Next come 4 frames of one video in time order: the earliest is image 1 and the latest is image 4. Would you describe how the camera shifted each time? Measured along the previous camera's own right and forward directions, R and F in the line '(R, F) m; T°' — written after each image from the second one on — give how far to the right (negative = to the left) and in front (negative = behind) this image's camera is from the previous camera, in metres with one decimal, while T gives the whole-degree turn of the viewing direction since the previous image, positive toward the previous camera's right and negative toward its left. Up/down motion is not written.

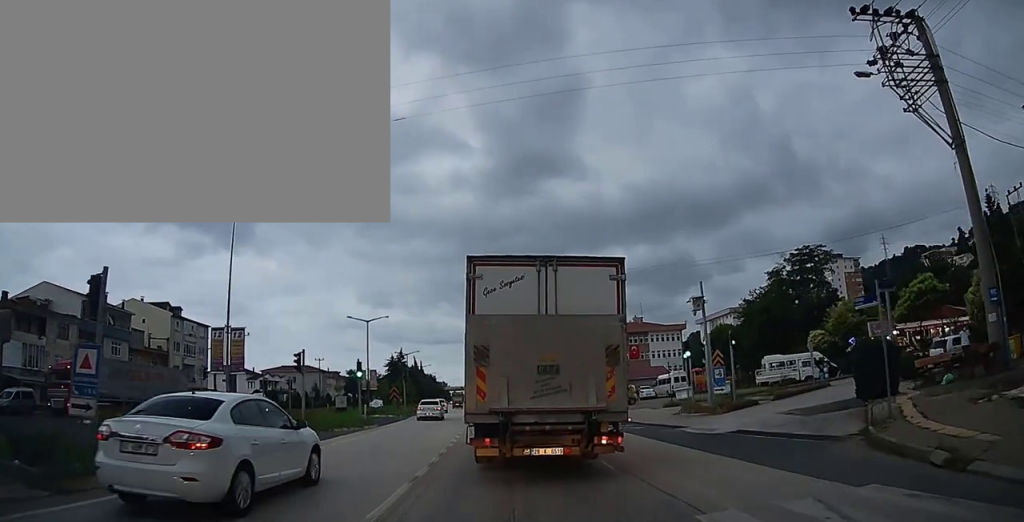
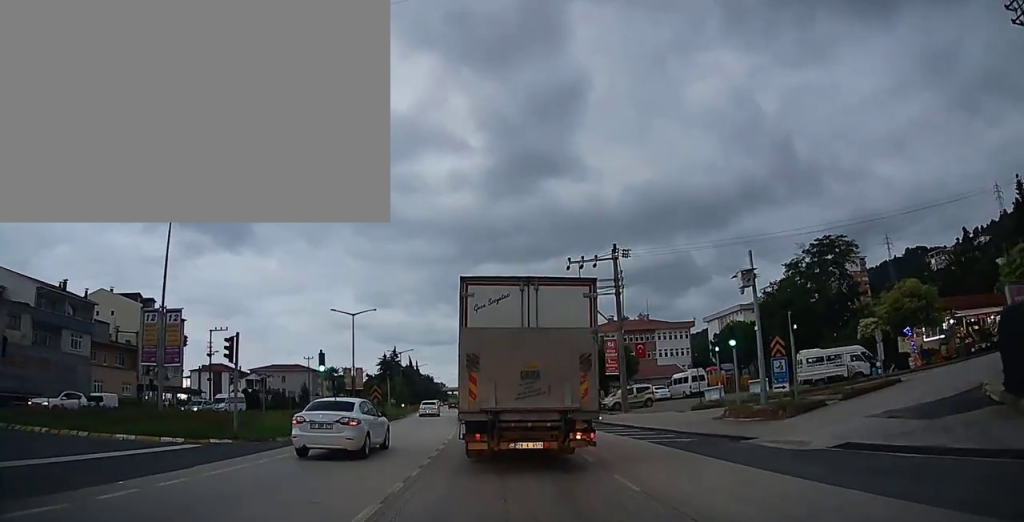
(0.0, +5.3) m; 0°
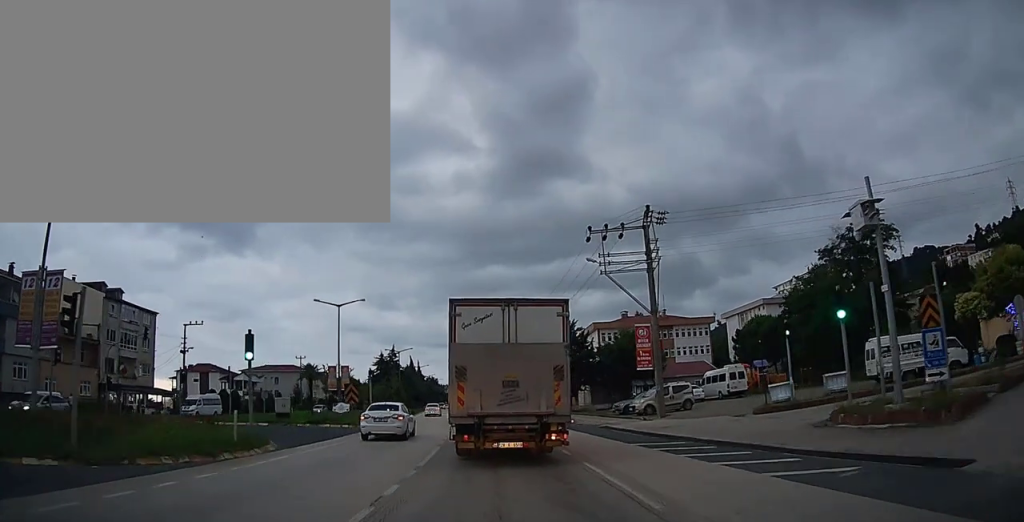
(+0.1, +7.1) m; +2°
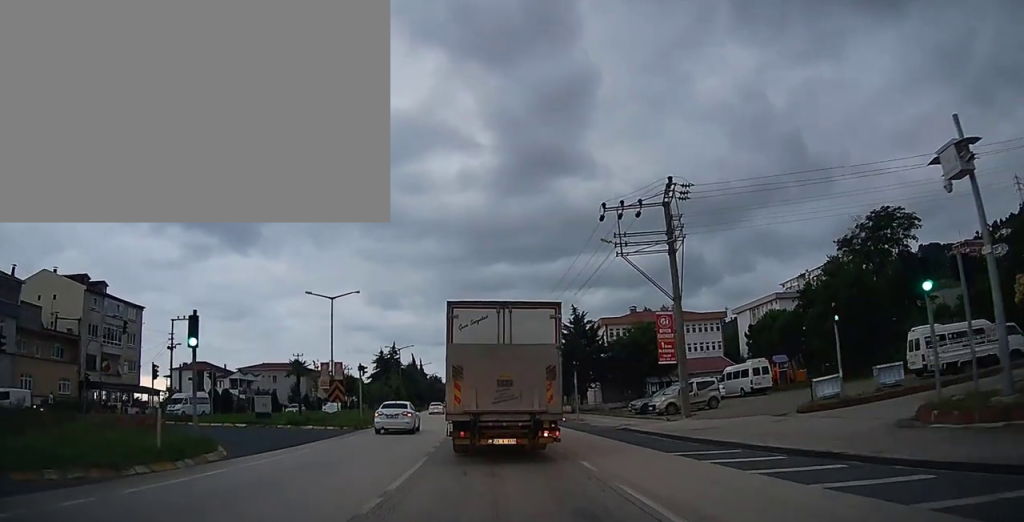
(0.0, +3.5) m; -1°
